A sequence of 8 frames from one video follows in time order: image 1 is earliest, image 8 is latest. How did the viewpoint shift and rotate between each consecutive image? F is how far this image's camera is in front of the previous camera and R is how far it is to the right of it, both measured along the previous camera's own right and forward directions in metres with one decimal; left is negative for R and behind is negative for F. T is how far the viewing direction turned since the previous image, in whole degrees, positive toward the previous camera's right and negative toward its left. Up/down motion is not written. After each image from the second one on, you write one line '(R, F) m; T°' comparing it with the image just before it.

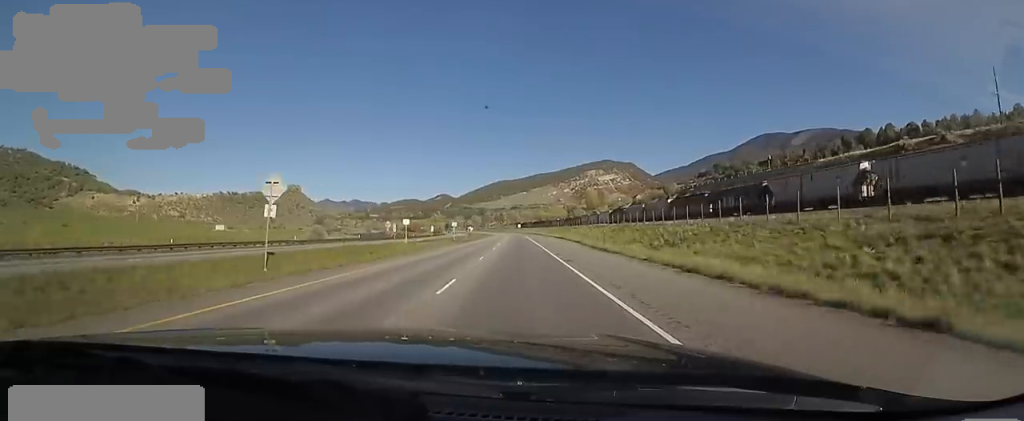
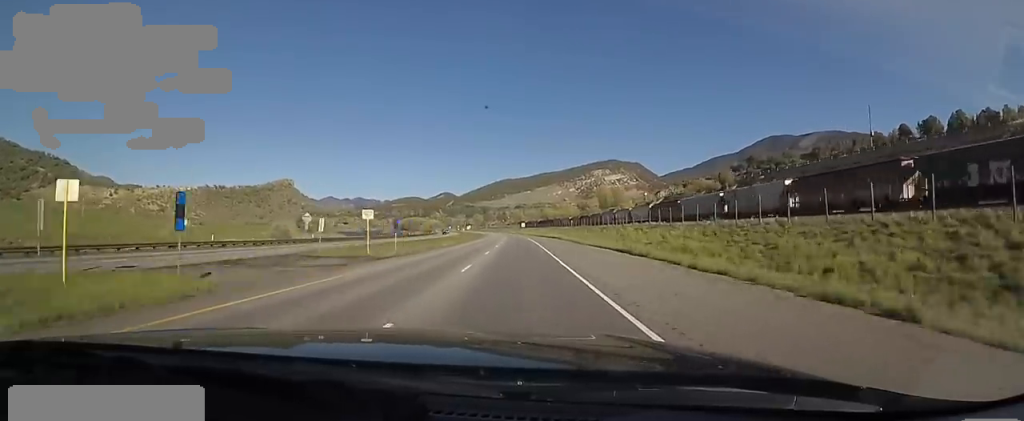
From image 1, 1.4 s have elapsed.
(-0.4, +42.4) m; -3°
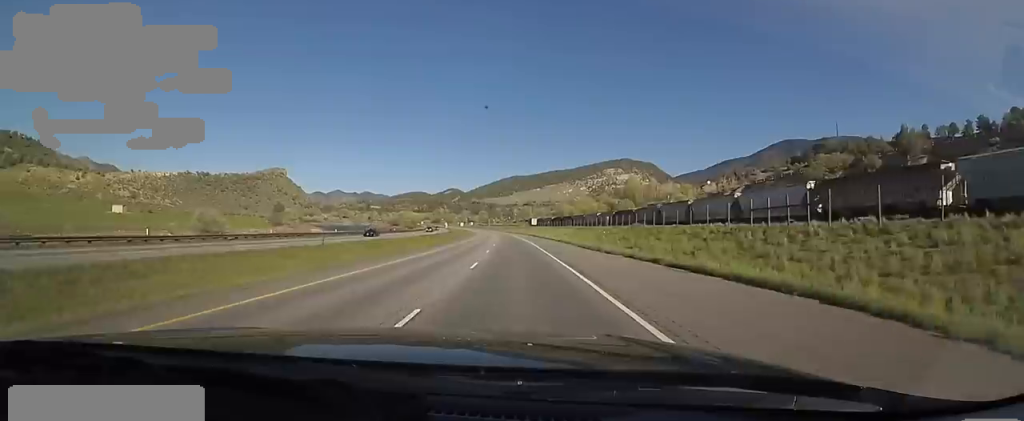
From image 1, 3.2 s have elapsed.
(+1.0, +57.8) m; +1°
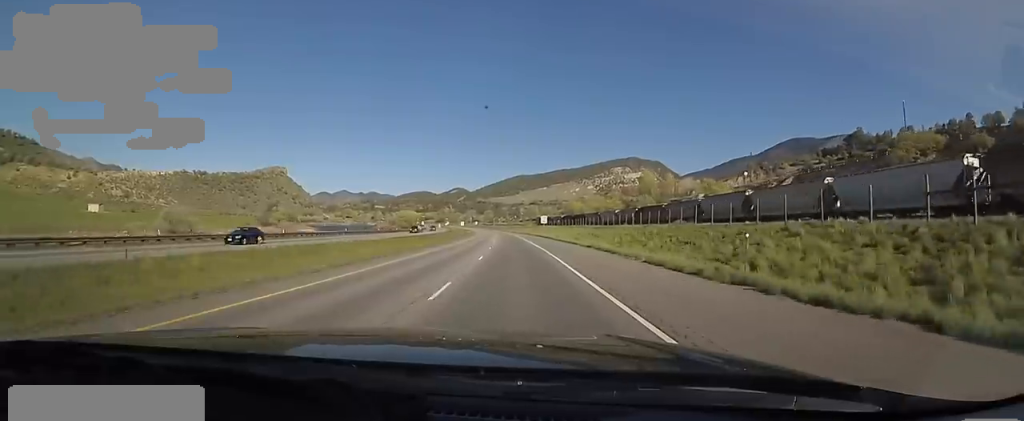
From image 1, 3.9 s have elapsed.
(-1.0, +19.7) m; -2°
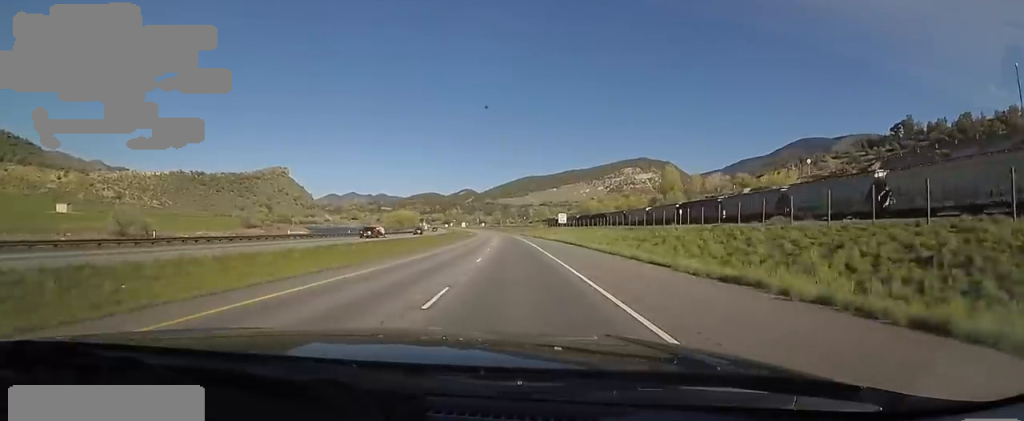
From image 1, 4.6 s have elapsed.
(-0.6, +23.9) m; -1°
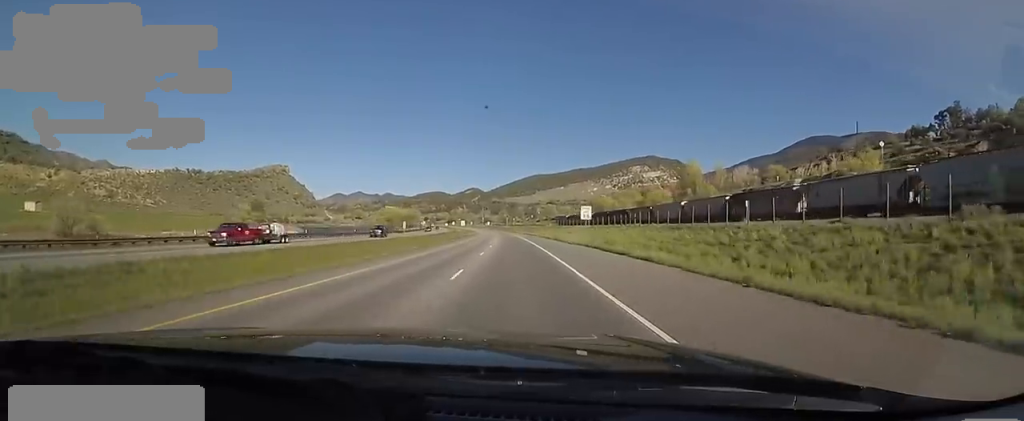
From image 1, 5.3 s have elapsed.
(0.0, +19.8) m; 0°
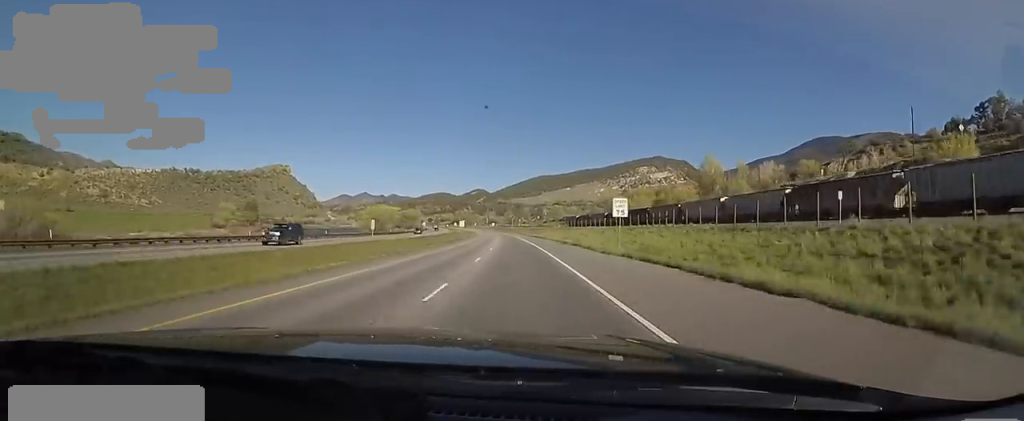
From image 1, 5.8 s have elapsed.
(0.0, +15.7) m; 0°
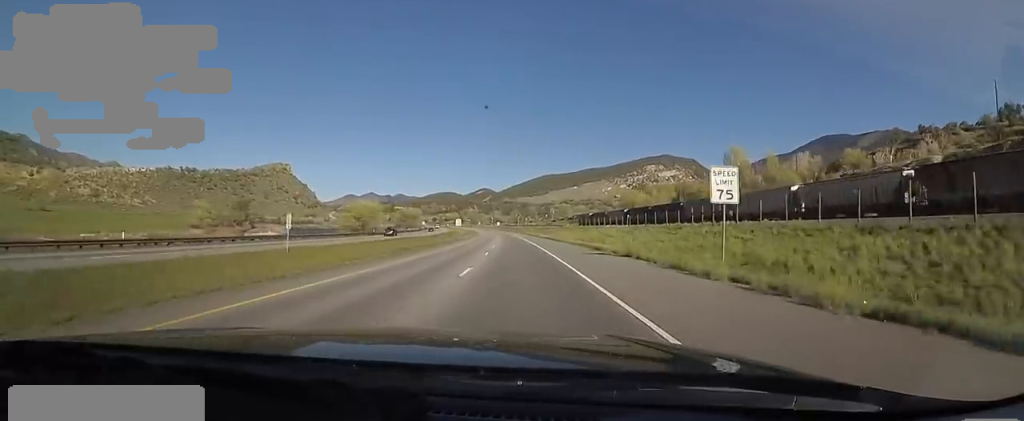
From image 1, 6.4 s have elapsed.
(0.0, +18.9) m; -1°
